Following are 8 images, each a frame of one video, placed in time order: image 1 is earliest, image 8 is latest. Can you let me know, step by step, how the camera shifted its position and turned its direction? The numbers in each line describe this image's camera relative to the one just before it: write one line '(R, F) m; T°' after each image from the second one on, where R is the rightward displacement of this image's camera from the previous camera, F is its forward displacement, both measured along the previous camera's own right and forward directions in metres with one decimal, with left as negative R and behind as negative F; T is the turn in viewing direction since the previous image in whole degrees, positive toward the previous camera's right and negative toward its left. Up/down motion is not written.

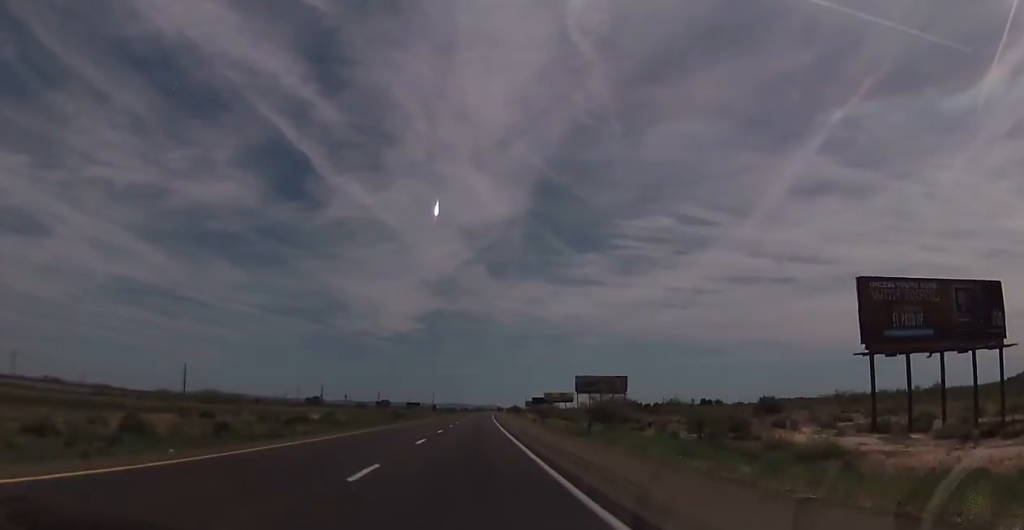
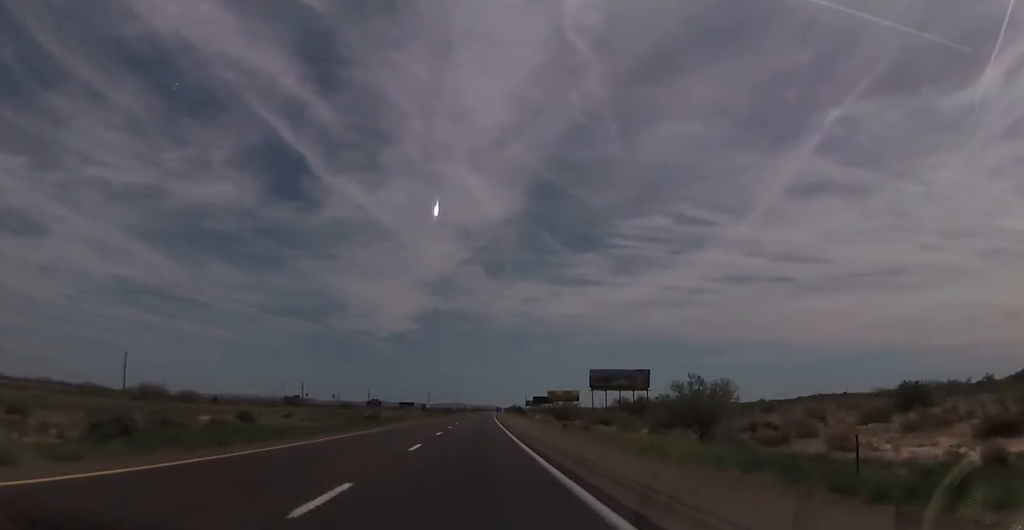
(+0.1, +24.7) m; 0°
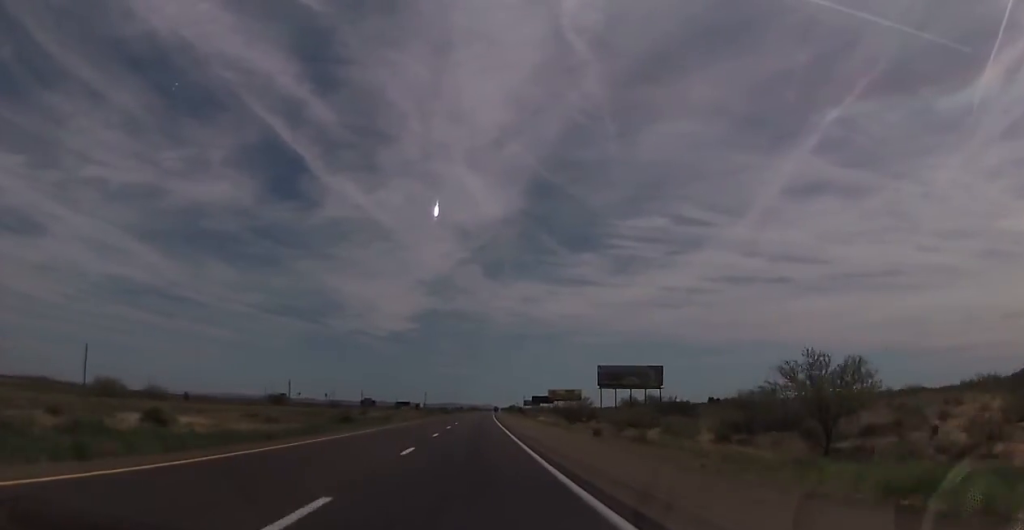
(-0.1, +13.3) m; 0°
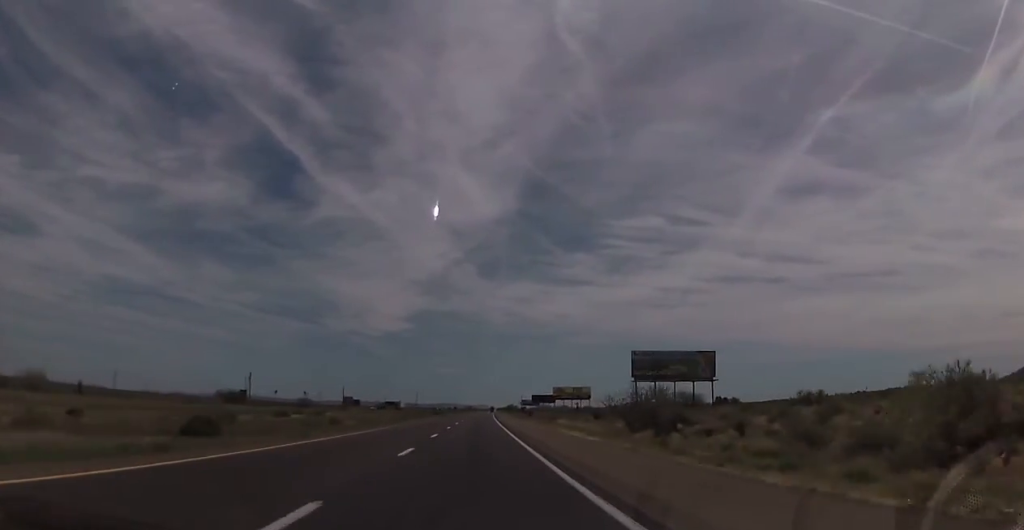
(-0.1, +35.5) m; +1°
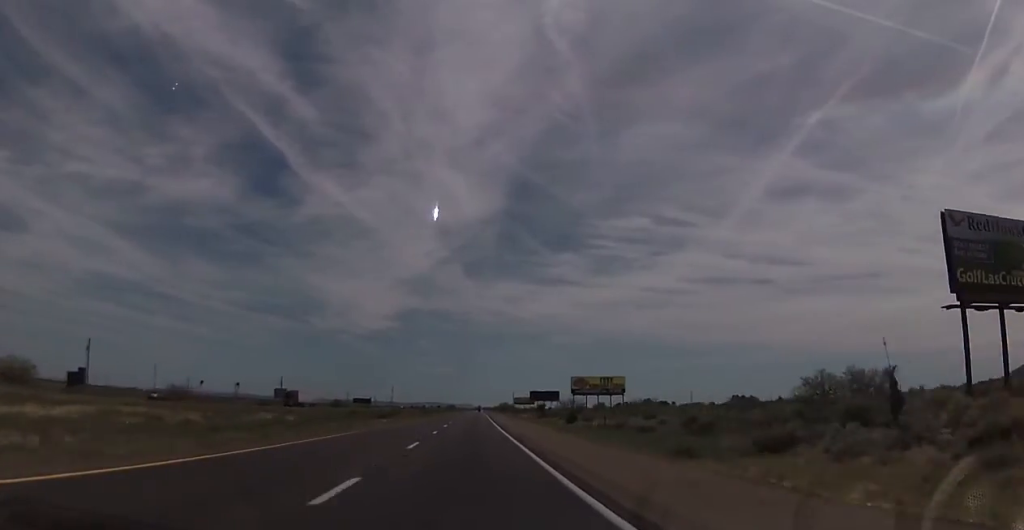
(+1.5, +80.4) m; +1°
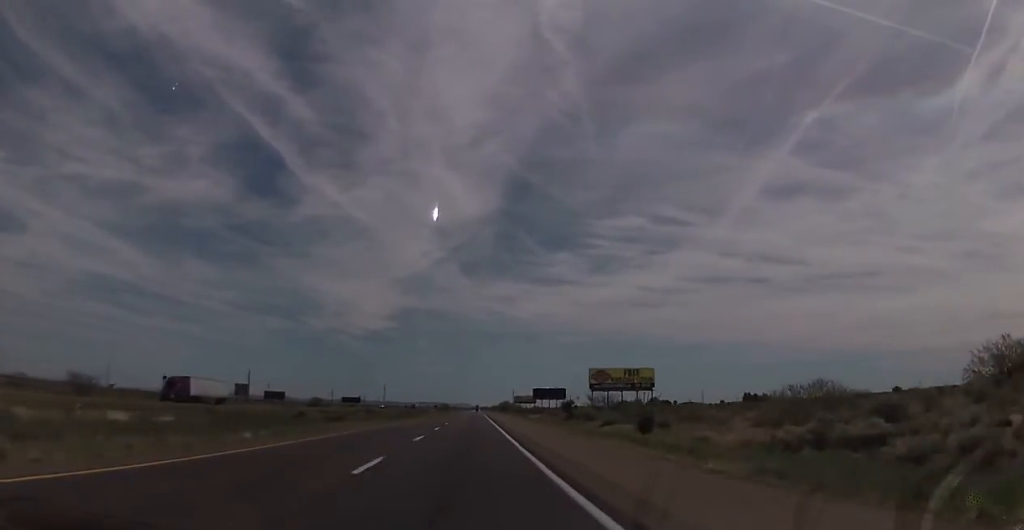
(0.0, +32.6) m; 0°
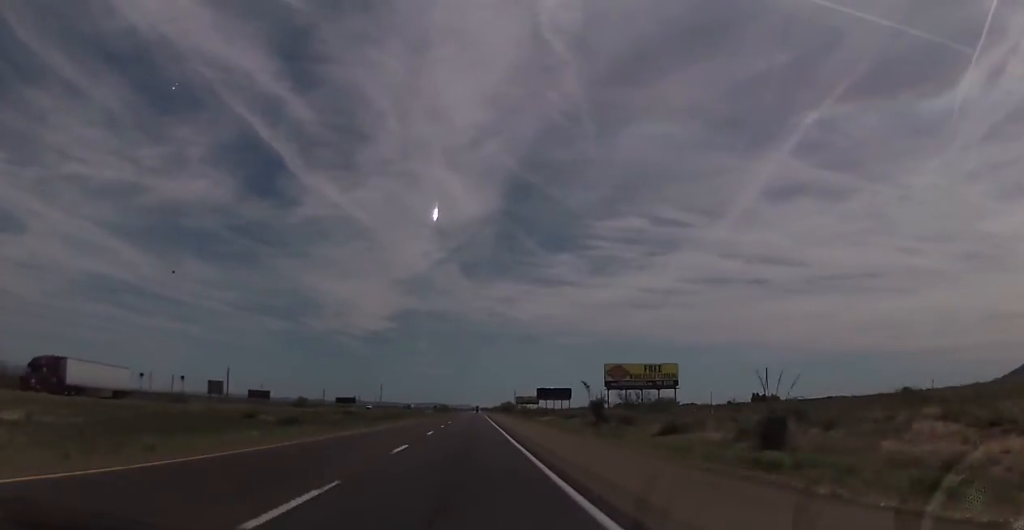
(-0.1, +18.1) m; +1°
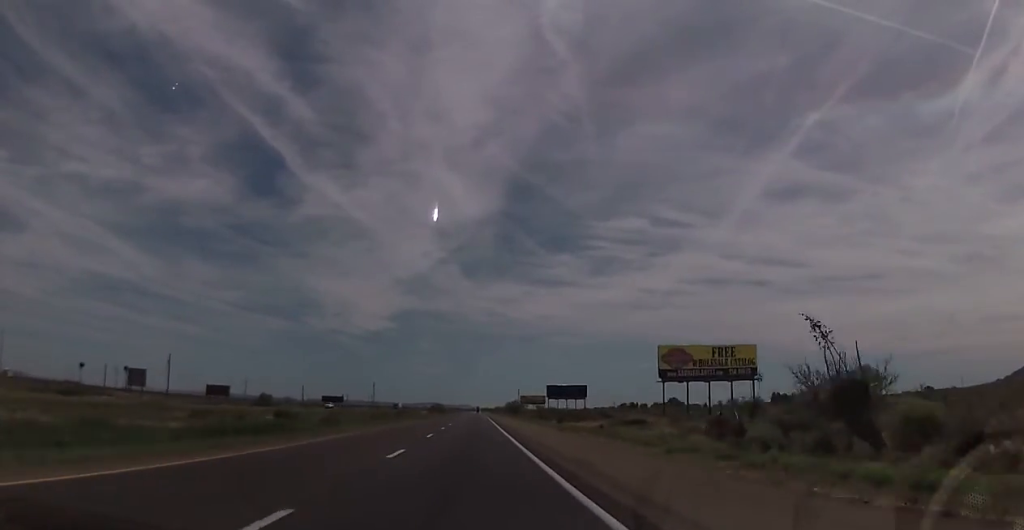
(+0.5, +38.5) m; +1°
